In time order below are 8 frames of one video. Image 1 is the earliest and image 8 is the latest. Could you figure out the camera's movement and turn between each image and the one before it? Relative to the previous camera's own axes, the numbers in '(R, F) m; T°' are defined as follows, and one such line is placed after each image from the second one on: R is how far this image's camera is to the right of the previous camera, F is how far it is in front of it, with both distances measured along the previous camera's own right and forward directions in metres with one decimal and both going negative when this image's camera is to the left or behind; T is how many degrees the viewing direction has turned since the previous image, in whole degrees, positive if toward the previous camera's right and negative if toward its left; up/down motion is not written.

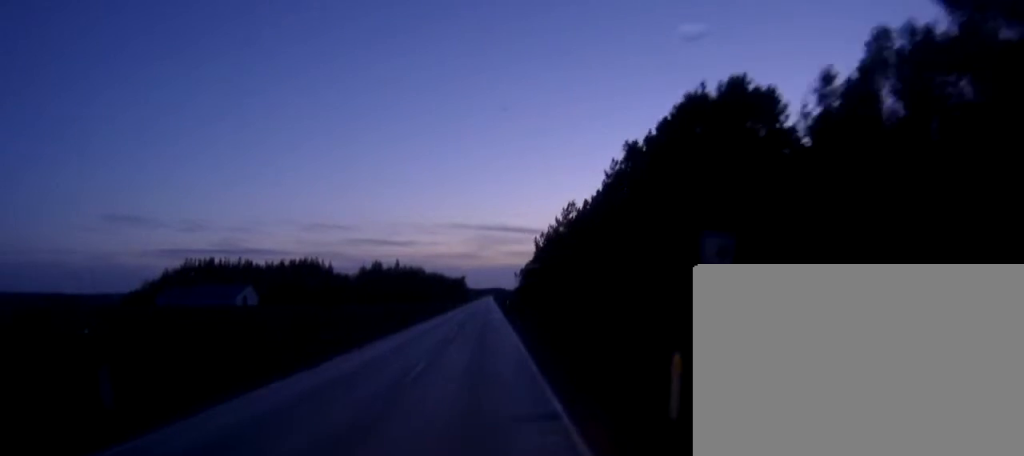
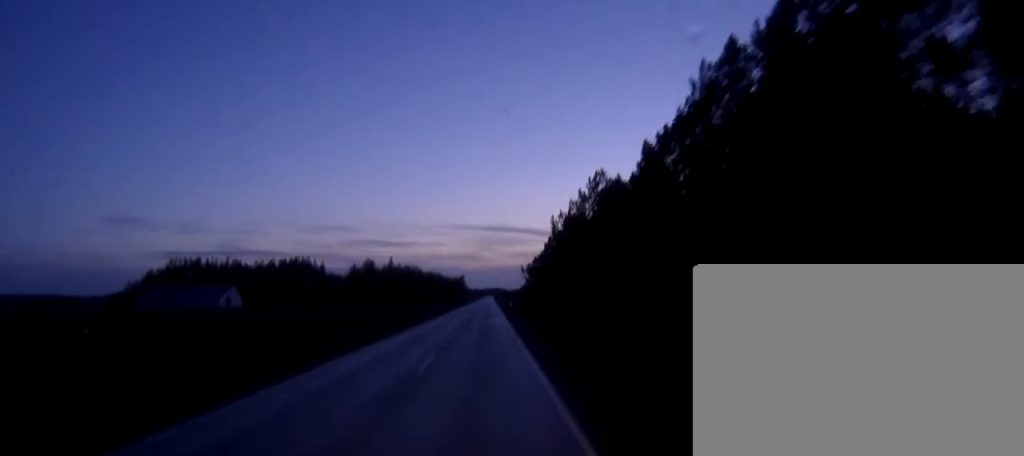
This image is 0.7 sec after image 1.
(+0.1, +14.9) m; -1°
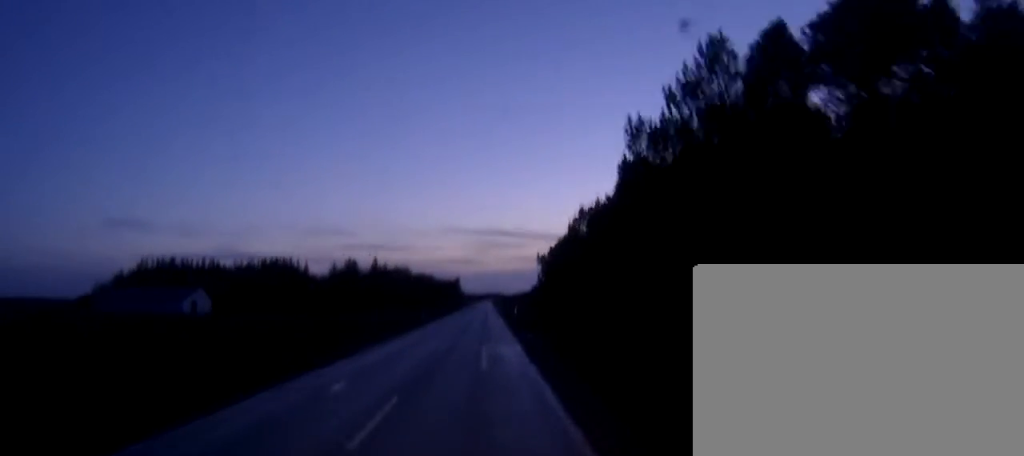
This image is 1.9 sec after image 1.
(-0.3, +23.3) m; 0°
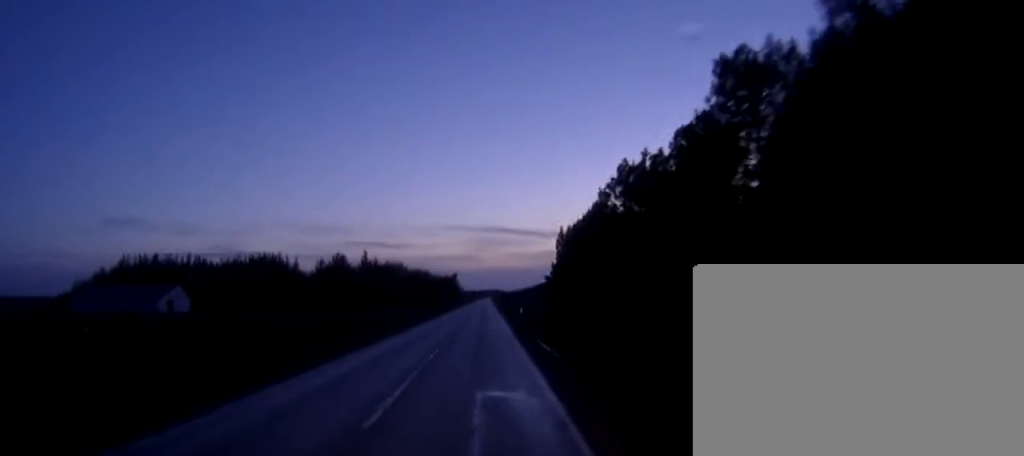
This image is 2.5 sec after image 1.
(+0.1, +13.7) m; +1°
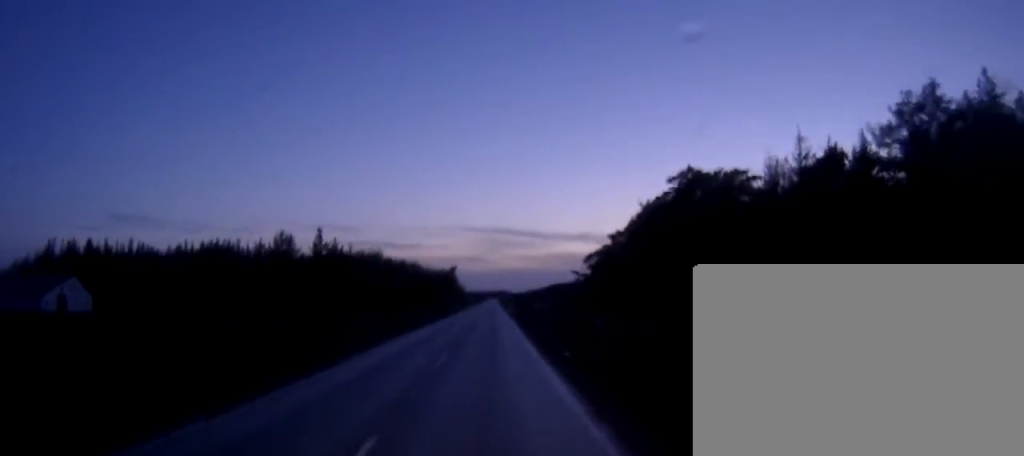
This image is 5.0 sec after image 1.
(+0.4, +50.2) m; 0°
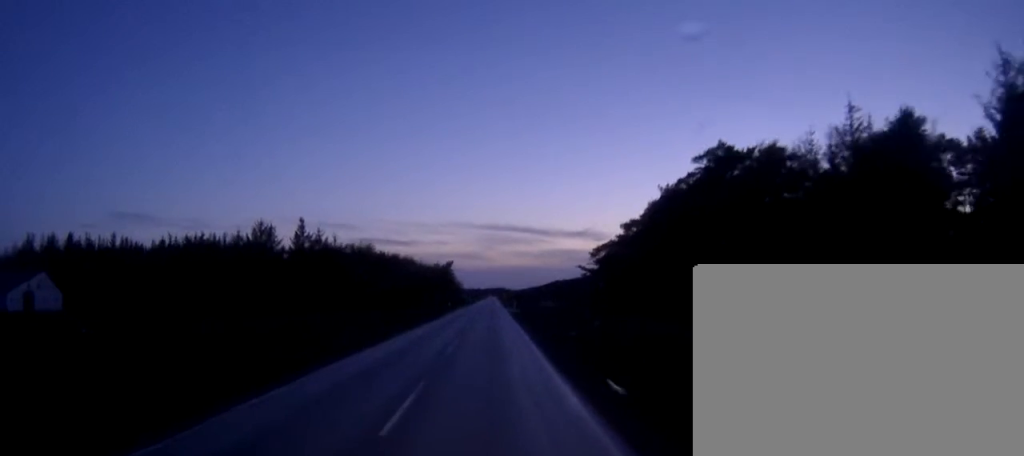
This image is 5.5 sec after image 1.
(-0.1, +10.4) m; 0°
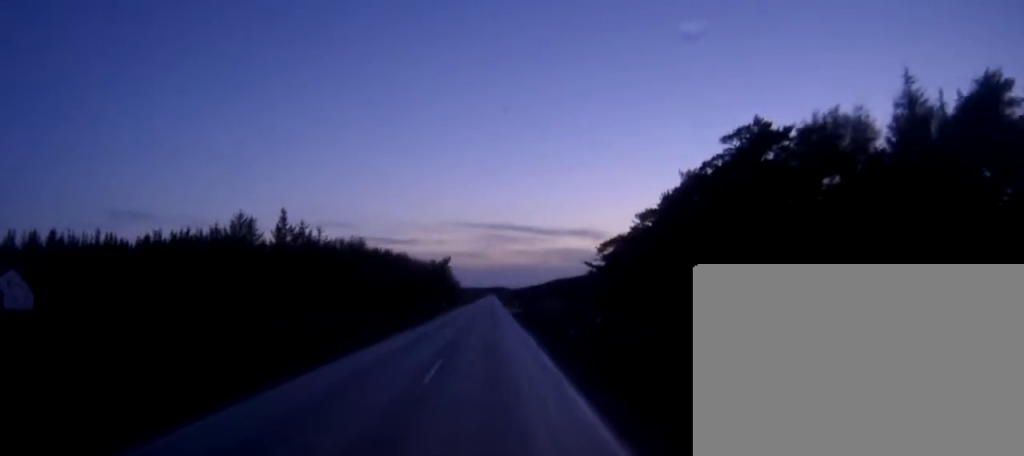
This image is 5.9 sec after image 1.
(0.0, +9.0) m; 0°
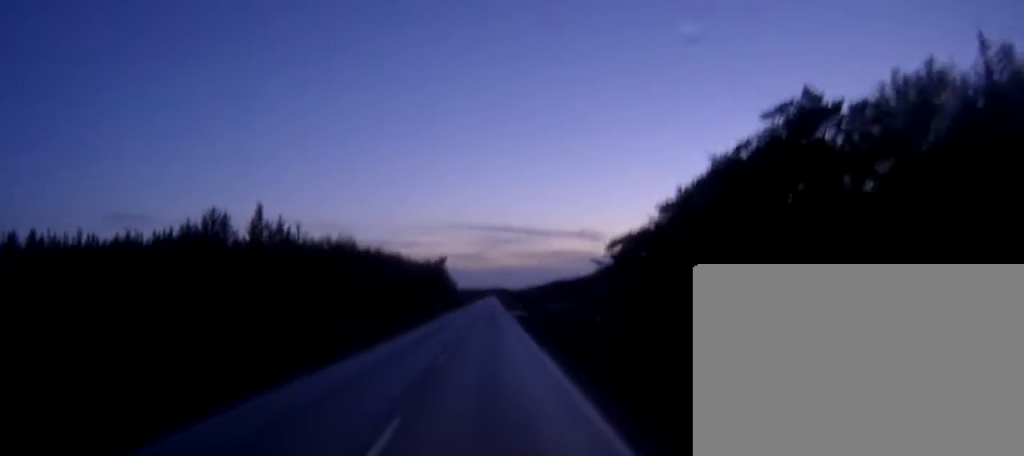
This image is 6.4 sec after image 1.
(0.0, +9.7) m; 0°
